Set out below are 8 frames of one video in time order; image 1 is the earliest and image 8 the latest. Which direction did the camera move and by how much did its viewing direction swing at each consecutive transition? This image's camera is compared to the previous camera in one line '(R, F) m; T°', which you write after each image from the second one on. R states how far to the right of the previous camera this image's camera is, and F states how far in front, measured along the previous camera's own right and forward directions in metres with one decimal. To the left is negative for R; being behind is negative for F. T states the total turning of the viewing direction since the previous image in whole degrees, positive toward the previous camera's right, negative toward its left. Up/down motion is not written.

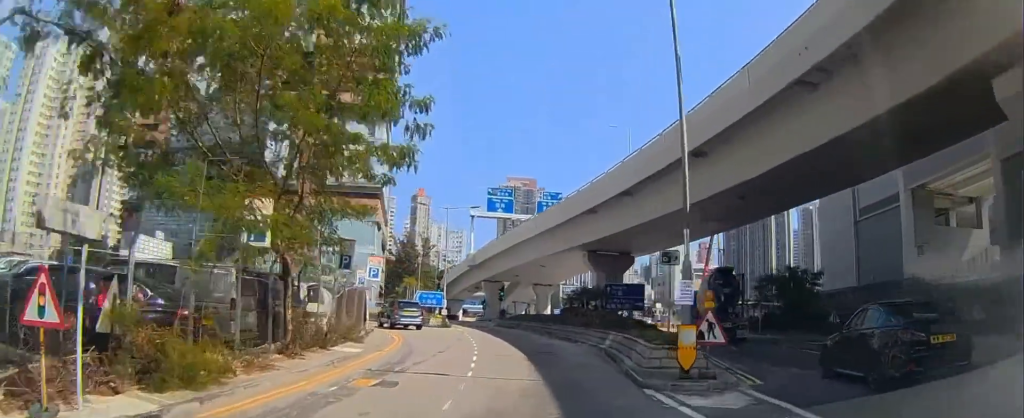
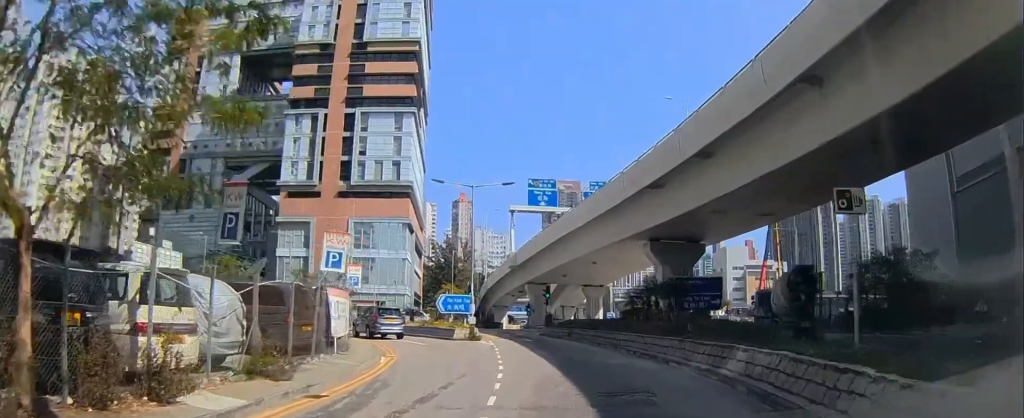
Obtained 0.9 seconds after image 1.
(-0.4, +10.2) m; -7°
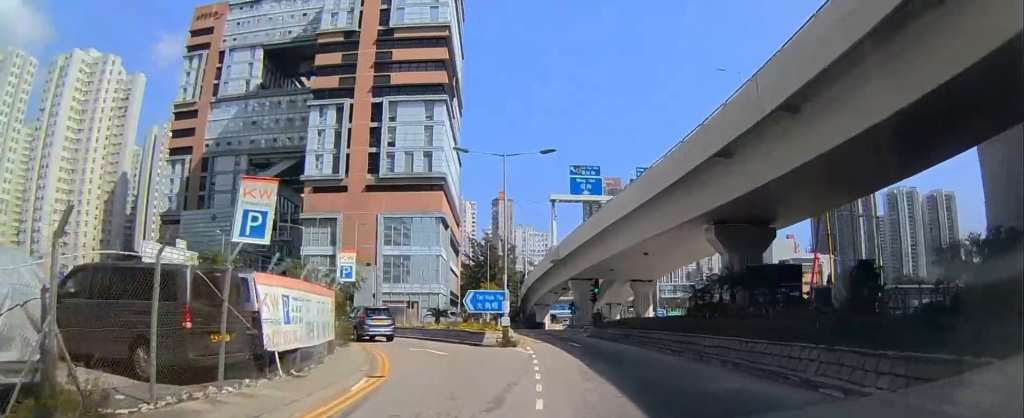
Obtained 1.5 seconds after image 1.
(-0.4, +6.0) m; -4°
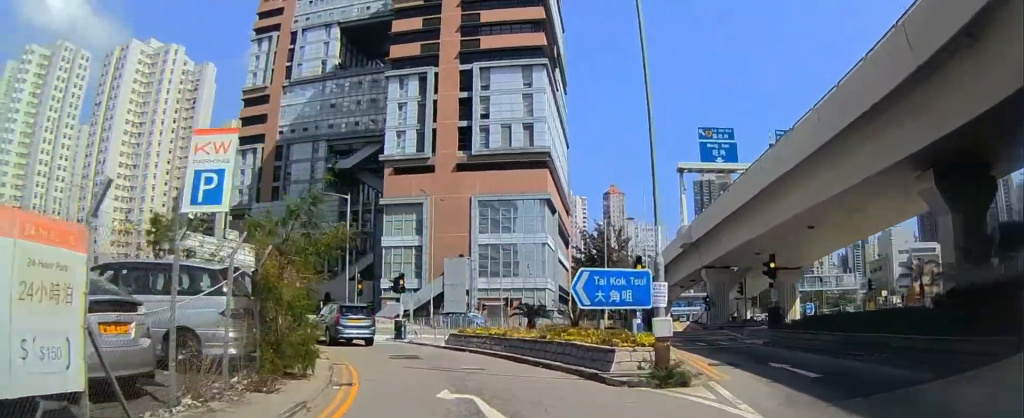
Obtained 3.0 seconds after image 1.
(-0.6, +12.8) m; -9°
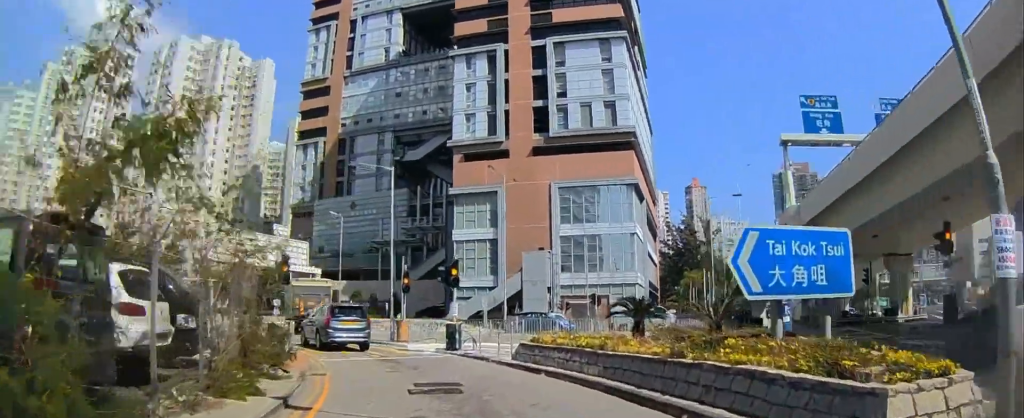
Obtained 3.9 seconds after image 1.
(-1.0, +7.5) m; -8°
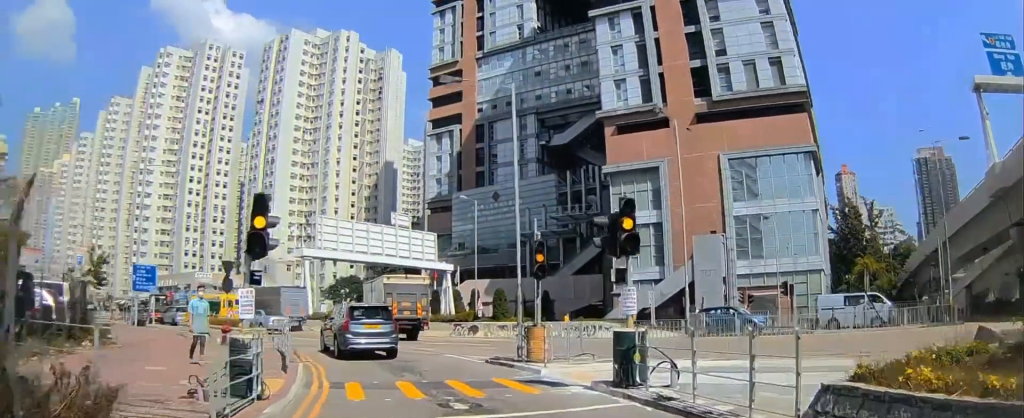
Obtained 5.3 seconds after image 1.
(-0.3, +11.2) m; -3°
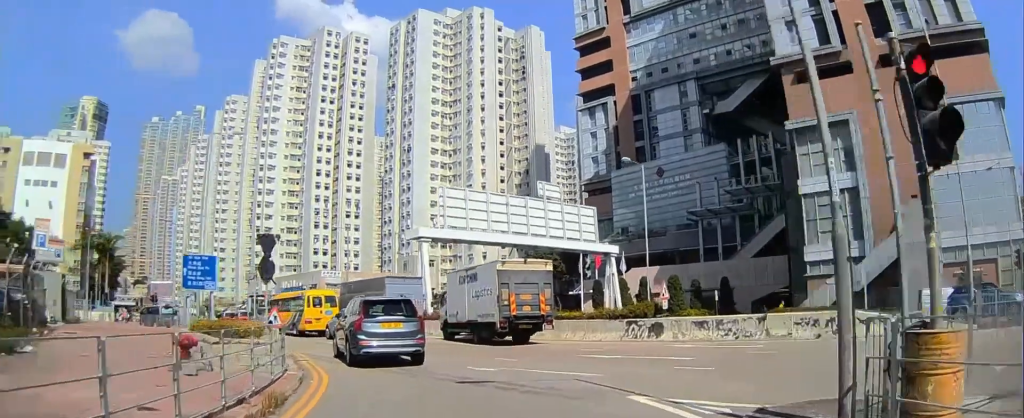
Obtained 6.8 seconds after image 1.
(-1.6, +11.1) m; -18°
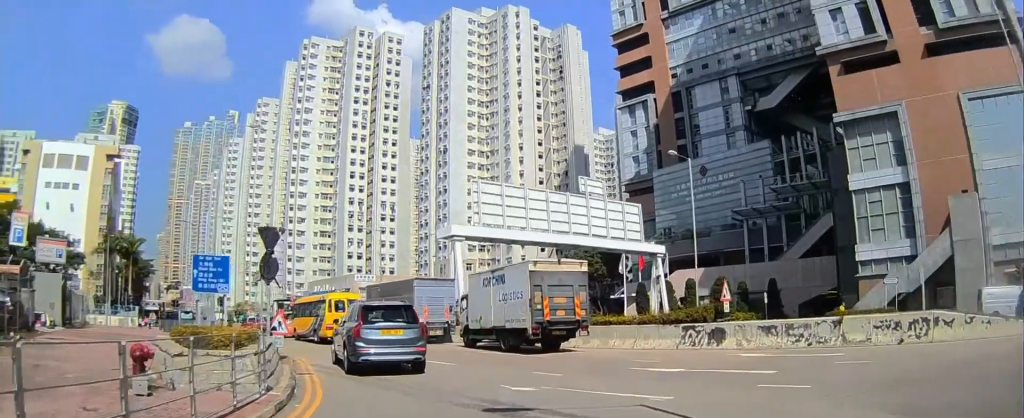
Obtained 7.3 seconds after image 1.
(-0.2, +3.1) m; -4°
